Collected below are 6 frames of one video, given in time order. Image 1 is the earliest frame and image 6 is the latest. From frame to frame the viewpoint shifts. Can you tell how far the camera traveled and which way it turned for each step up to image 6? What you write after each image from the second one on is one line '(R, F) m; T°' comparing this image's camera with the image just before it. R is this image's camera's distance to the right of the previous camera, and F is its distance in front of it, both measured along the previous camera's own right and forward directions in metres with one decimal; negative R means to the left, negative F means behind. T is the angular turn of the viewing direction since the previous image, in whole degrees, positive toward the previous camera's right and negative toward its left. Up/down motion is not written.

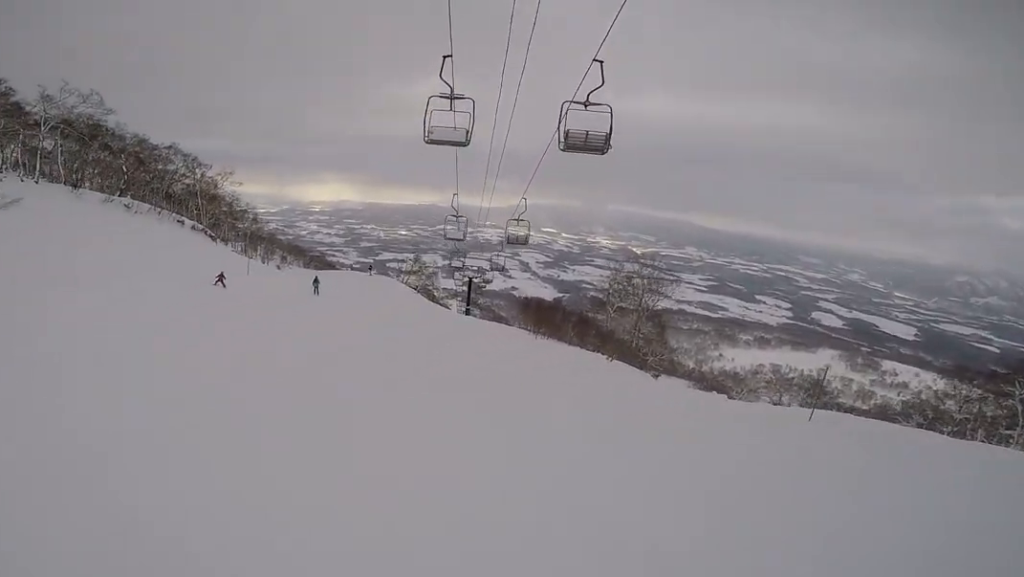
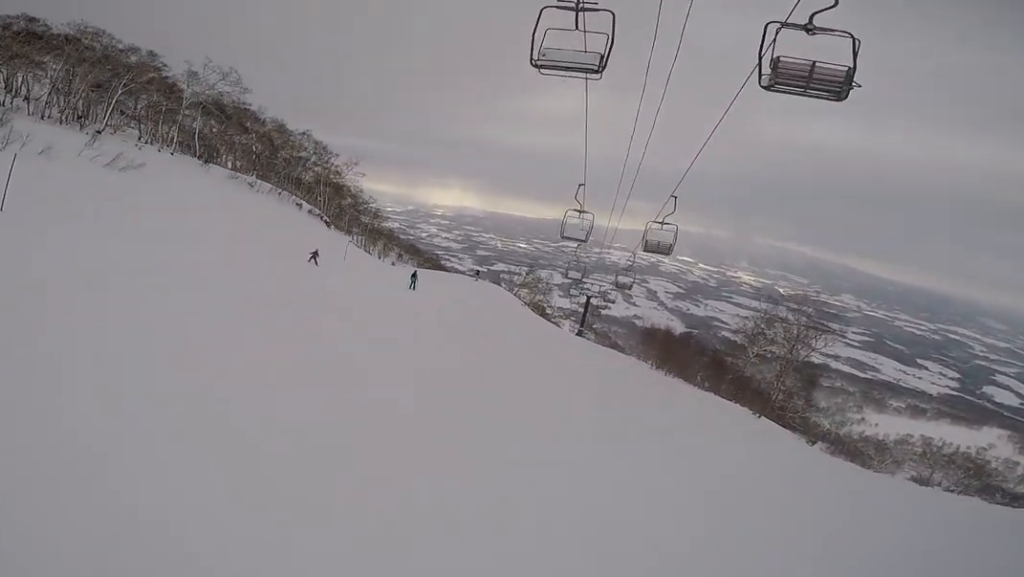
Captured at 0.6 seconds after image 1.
(+0.4, +3.4) m; -8°
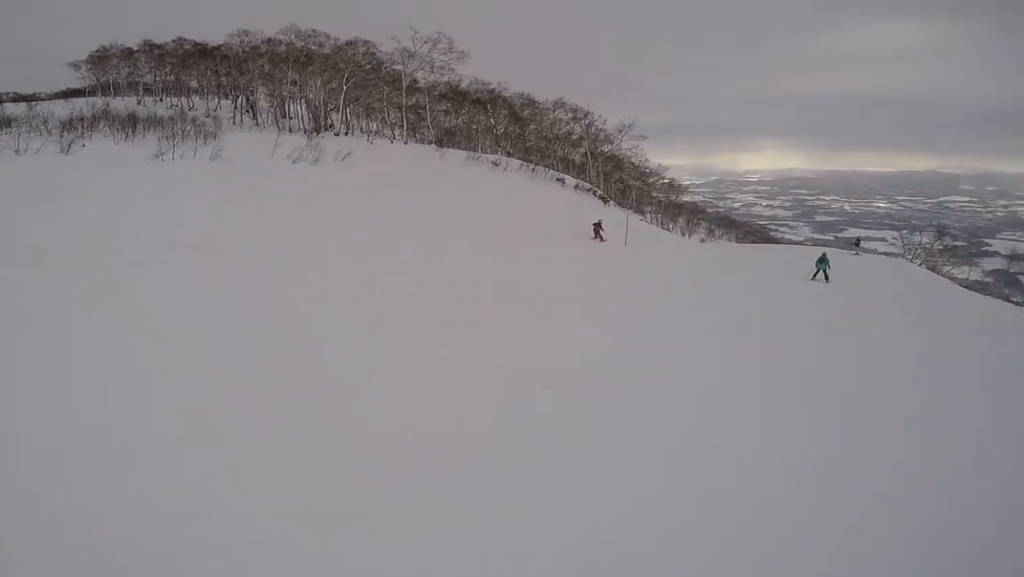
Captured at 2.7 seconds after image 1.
(-3.5, +10.5) m; -23°
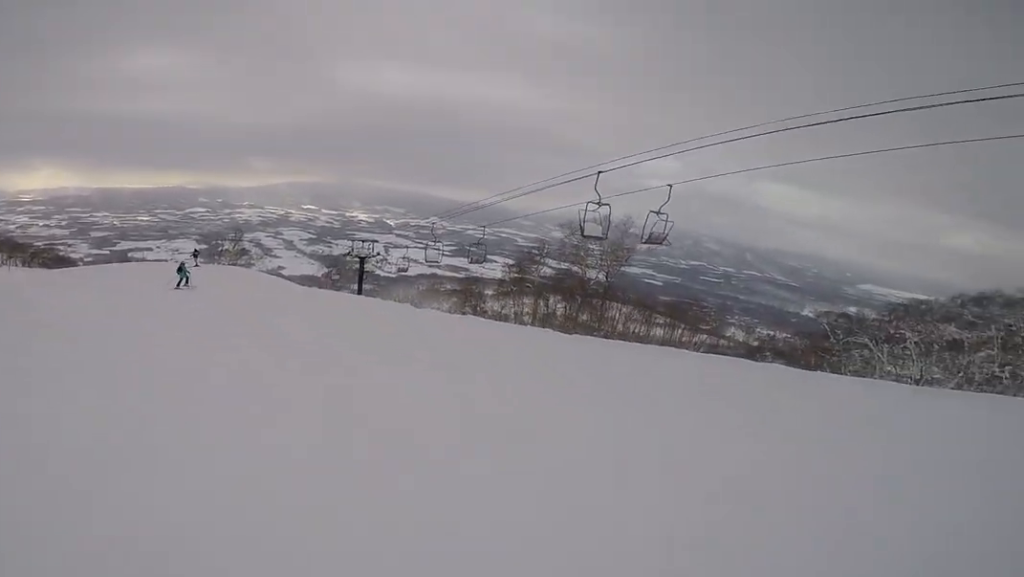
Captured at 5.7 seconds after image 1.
(+6.5, +9.4) m; +76°
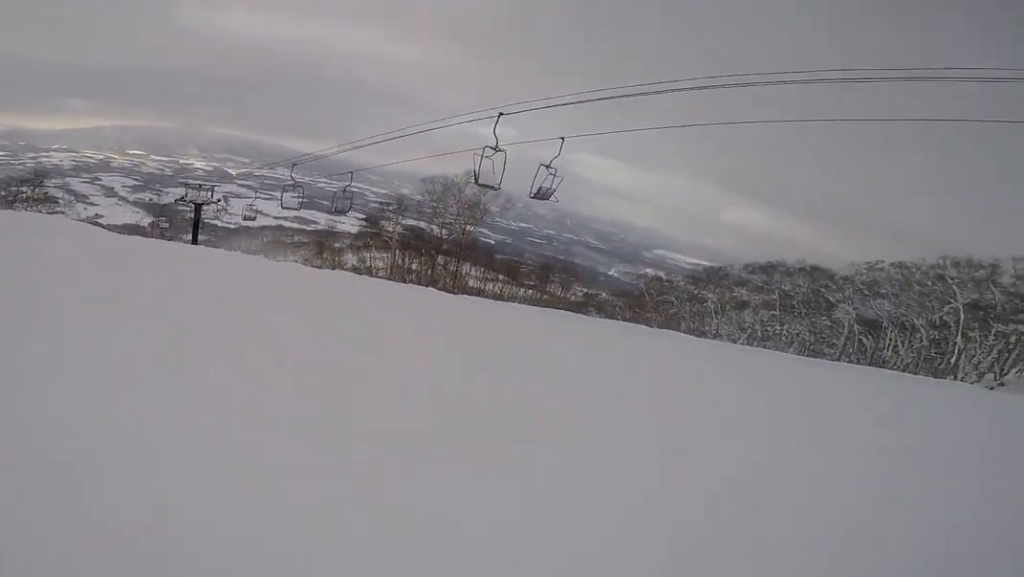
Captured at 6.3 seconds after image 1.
(+0.6, +2.6) m; +5°
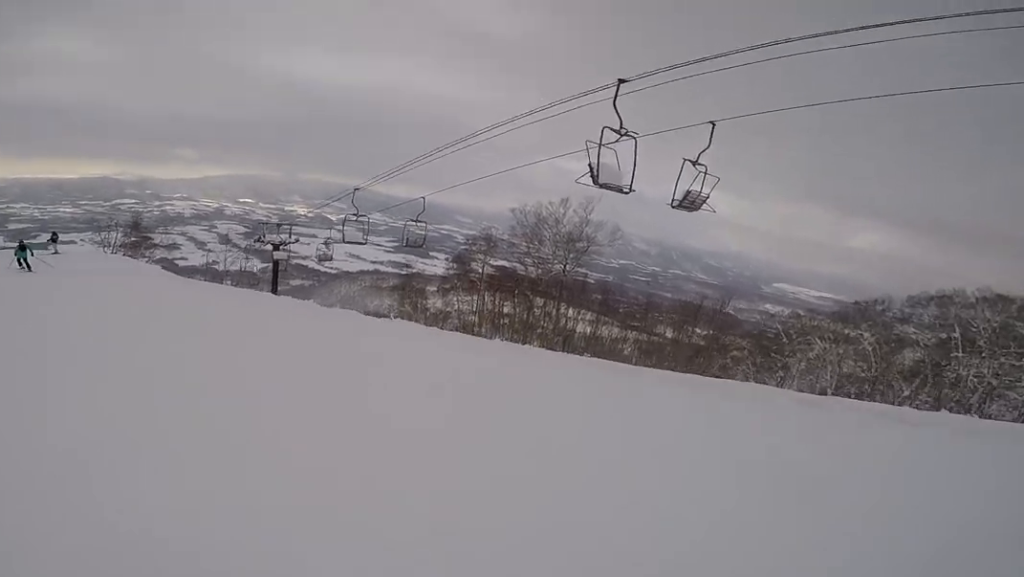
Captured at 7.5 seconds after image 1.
(-0.1, +5.2) m; -22°
